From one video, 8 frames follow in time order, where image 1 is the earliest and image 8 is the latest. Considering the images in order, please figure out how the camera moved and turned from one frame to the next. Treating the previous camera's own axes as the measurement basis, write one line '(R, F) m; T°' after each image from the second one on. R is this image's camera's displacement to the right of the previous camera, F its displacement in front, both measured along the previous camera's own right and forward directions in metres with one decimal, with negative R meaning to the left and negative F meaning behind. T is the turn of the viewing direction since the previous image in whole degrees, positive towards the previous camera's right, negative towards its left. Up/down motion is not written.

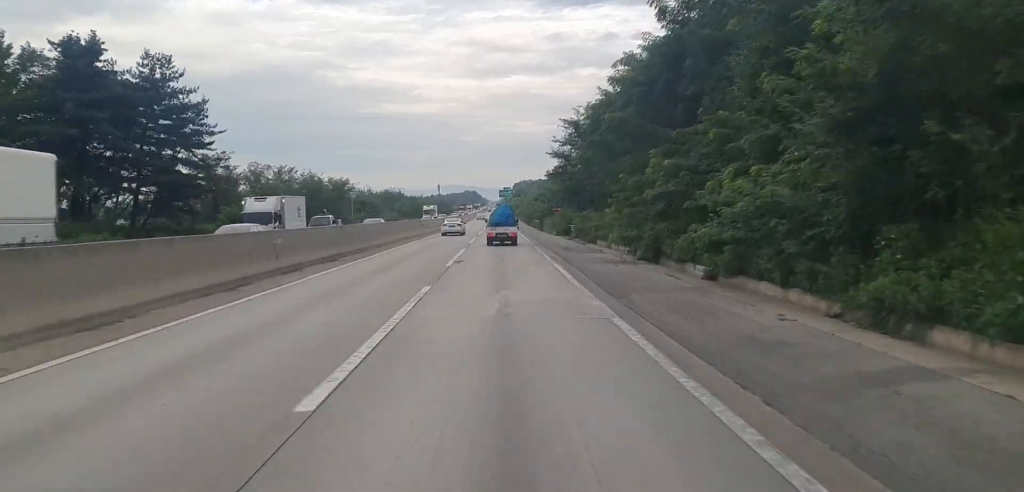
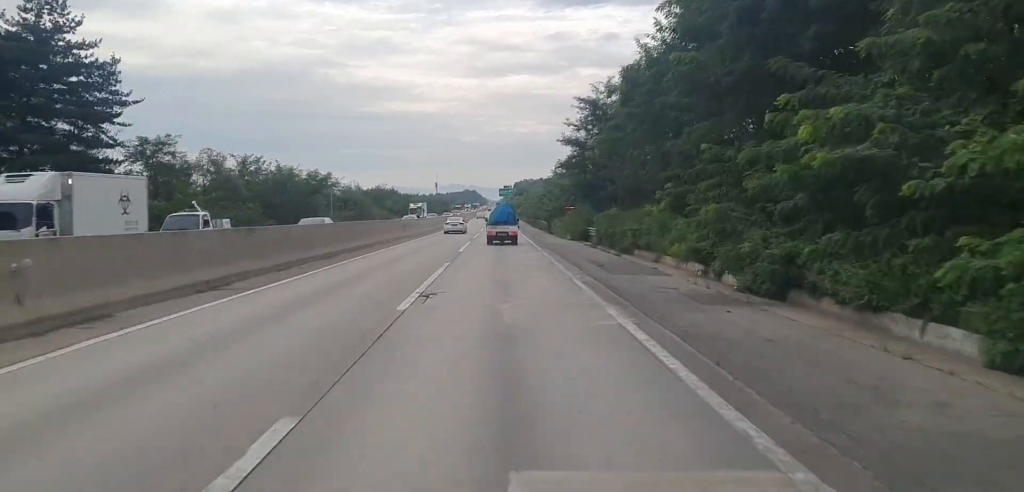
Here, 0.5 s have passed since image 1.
(0.0, +13.3) m; 0°
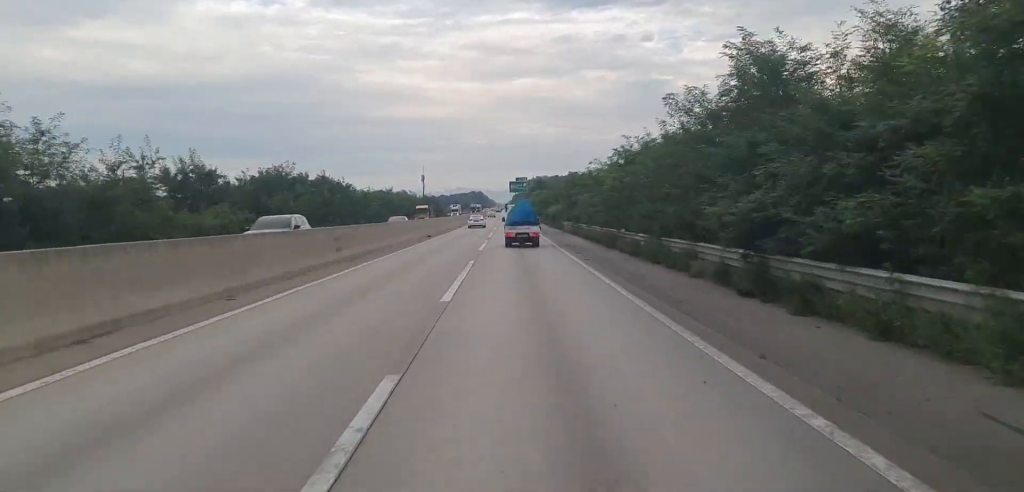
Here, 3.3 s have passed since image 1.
(-0.3, +81.0) m; -1°
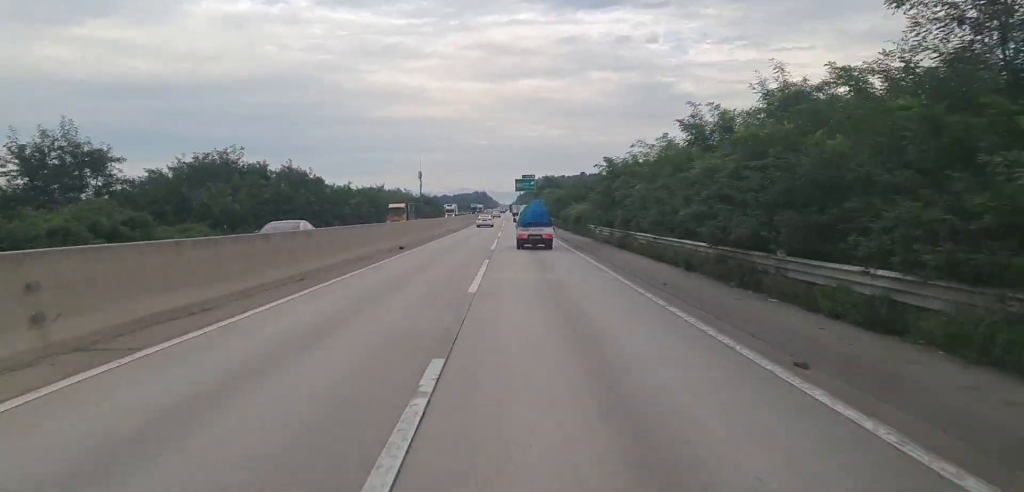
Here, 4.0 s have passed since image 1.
(-0.1, +19.0) m; 0°
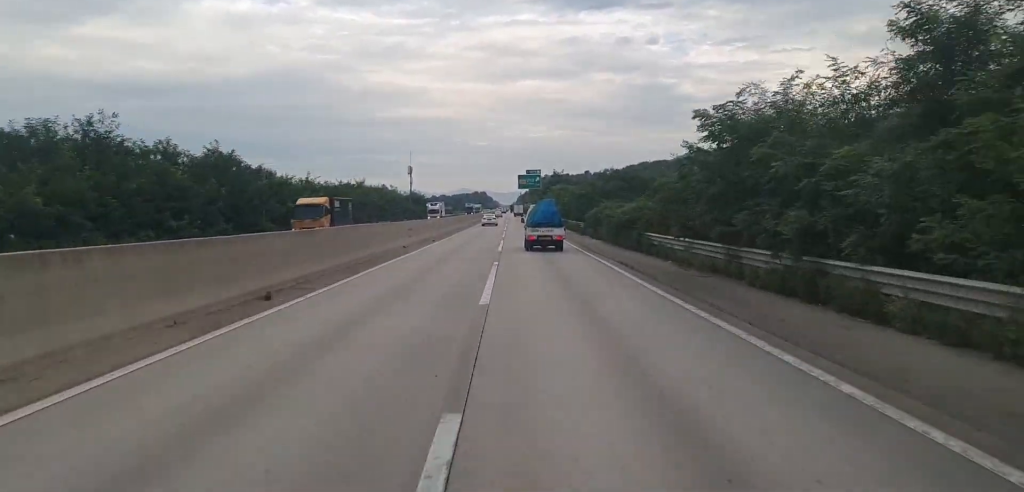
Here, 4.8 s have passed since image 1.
(0.0, +22.2) m; 0°
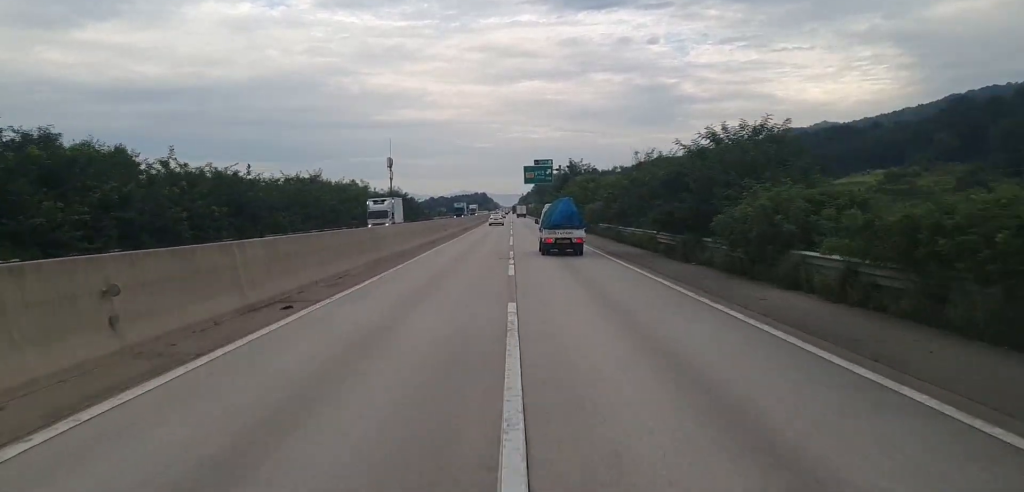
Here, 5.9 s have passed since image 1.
(+0.2, +32.8) m; 0°
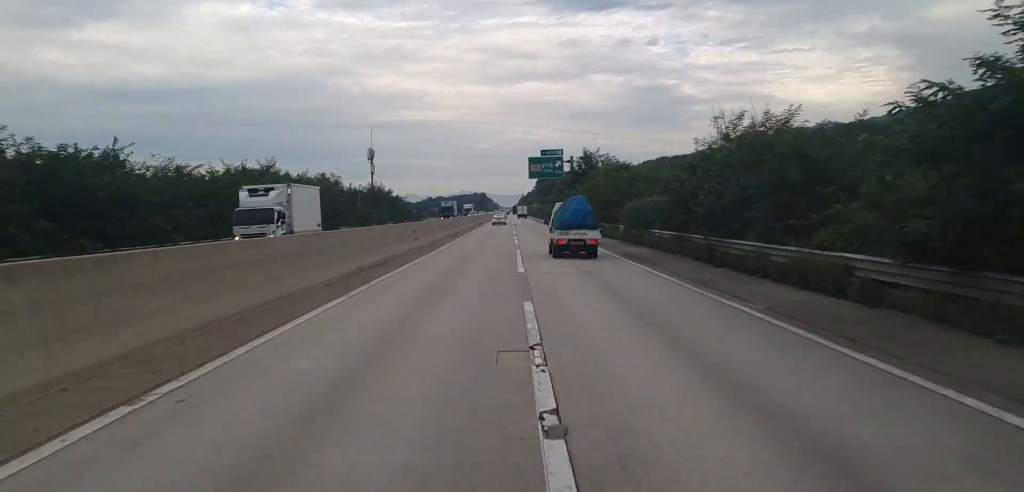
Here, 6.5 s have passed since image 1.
(0.0, +20.1) m; 0°
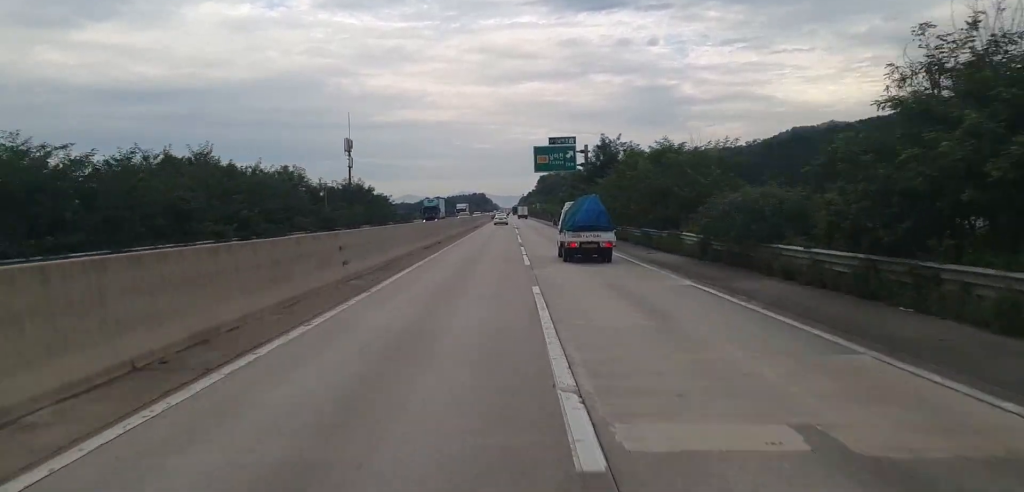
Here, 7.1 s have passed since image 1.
(0.0, +17.1) m; 0°
